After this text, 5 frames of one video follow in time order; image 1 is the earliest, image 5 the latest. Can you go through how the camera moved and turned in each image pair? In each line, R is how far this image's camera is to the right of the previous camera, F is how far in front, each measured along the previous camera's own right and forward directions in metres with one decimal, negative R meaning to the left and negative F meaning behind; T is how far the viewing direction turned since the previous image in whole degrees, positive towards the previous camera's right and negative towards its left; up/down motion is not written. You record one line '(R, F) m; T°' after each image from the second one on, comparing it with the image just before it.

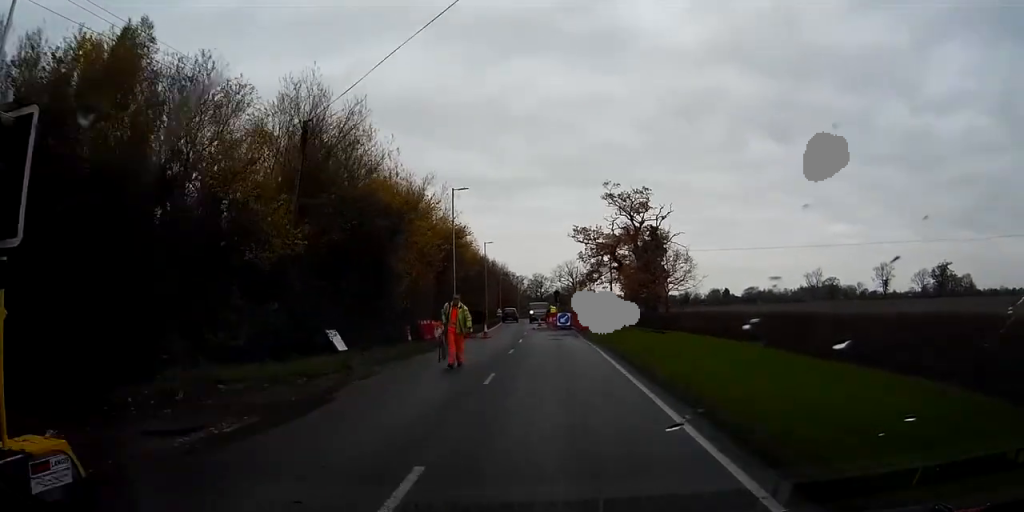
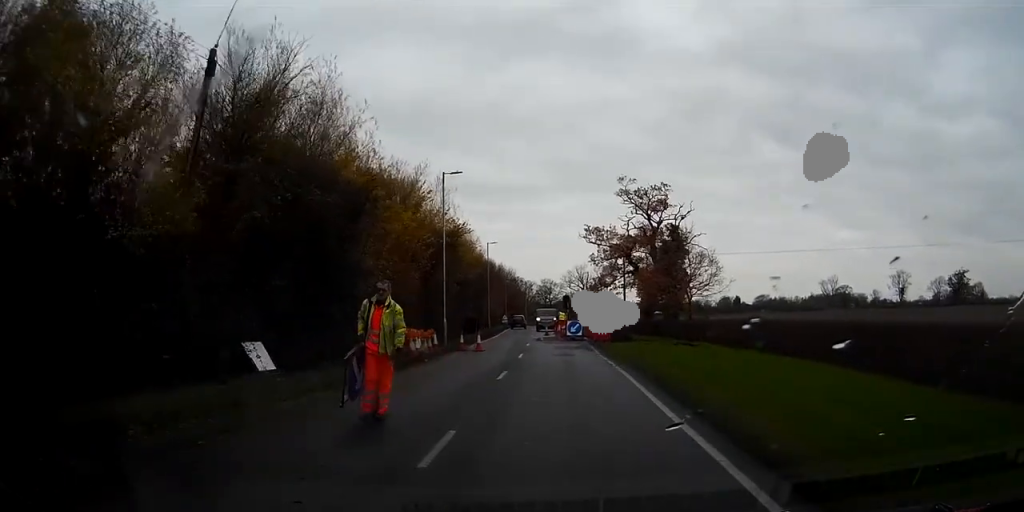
(-0.1, +6.7) m; +1°
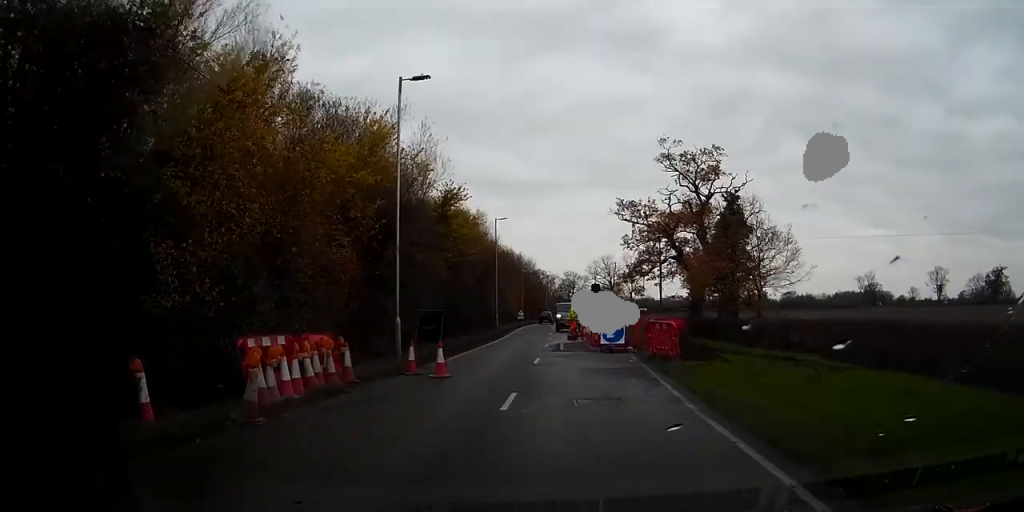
(+0.2, +13.2) m; 0°
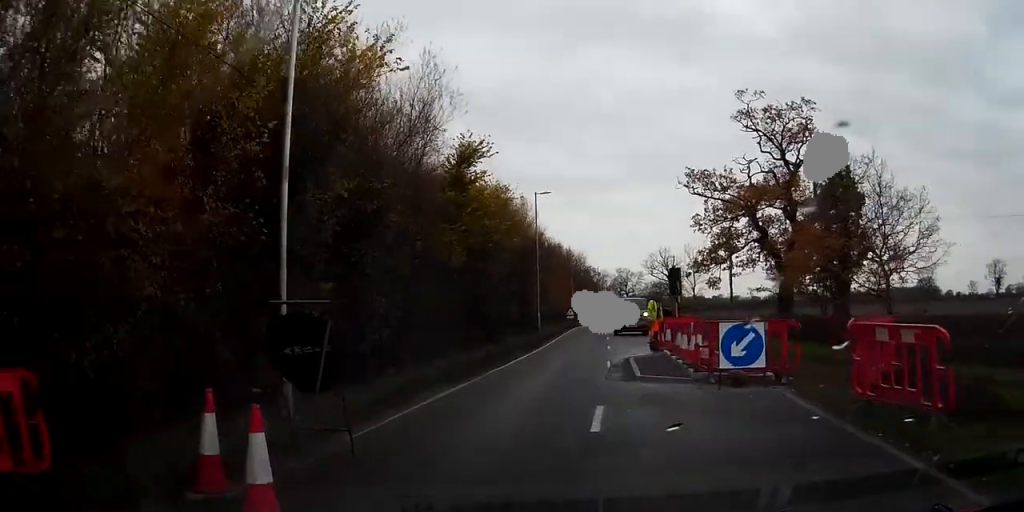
(-0.4, +11.4) m; -4°
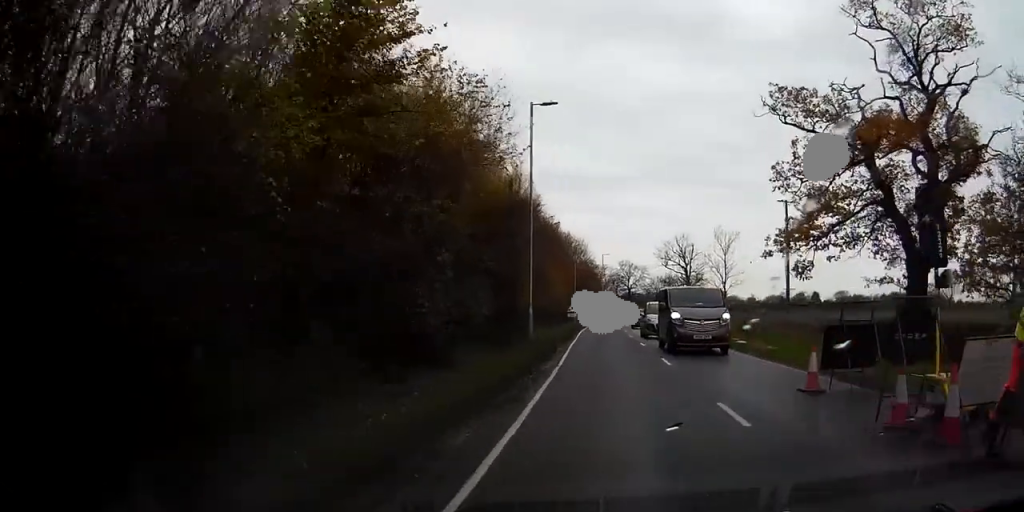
(0.0, +17.4) m; +1°
